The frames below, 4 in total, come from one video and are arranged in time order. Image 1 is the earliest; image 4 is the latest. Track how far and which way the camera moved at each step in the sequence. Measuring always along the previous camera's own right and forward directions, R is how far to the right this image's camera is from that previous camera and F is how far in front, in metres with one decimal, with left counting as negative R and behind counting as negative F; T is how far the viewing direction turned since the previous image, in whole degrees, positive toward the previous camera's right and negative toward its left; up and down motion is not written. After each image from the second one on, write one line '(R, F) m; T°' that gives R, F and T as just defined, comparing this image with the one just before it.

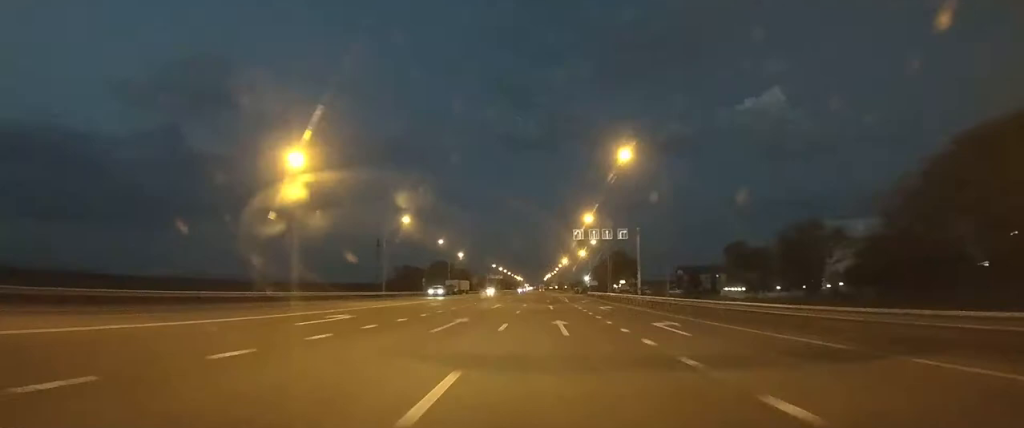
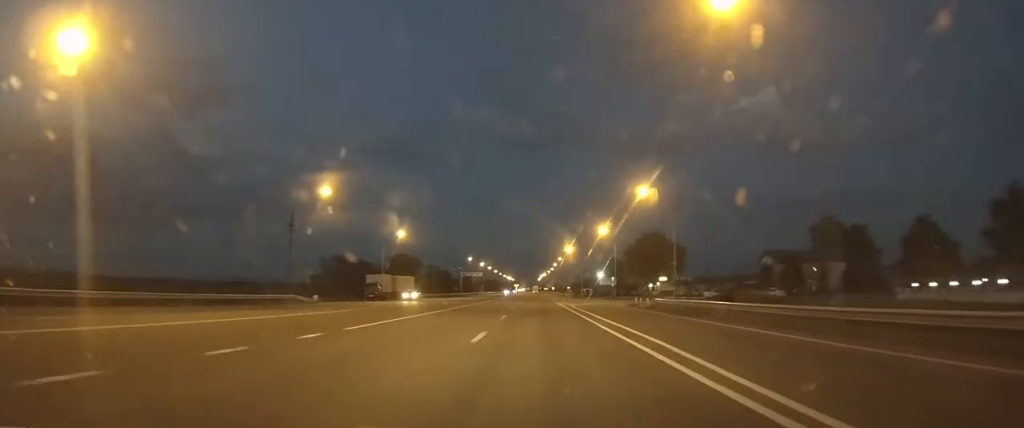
(+0.3, +74.2) m; 0°
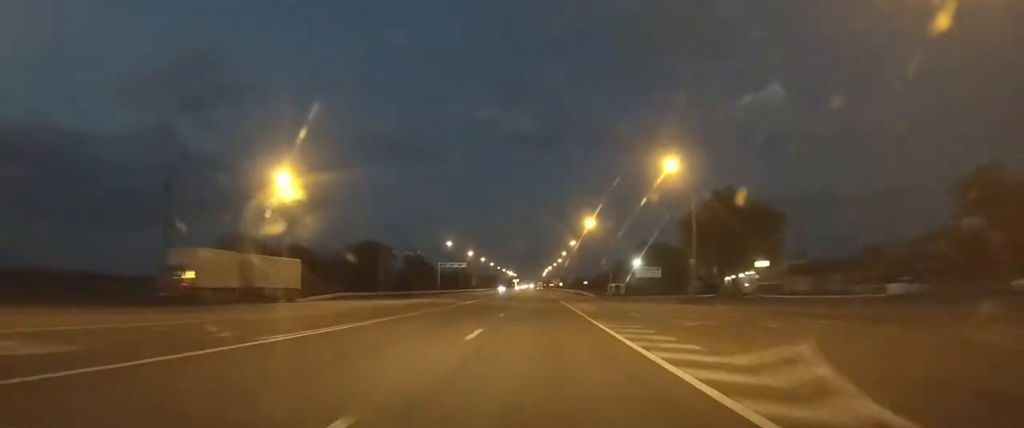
(-0.2, +49.0) m; -1°
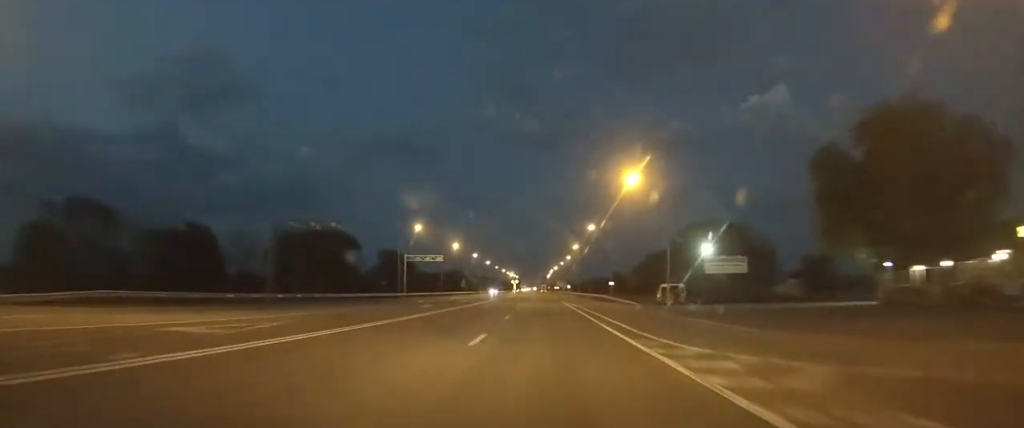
(0.0, +34.3) m; 0°
